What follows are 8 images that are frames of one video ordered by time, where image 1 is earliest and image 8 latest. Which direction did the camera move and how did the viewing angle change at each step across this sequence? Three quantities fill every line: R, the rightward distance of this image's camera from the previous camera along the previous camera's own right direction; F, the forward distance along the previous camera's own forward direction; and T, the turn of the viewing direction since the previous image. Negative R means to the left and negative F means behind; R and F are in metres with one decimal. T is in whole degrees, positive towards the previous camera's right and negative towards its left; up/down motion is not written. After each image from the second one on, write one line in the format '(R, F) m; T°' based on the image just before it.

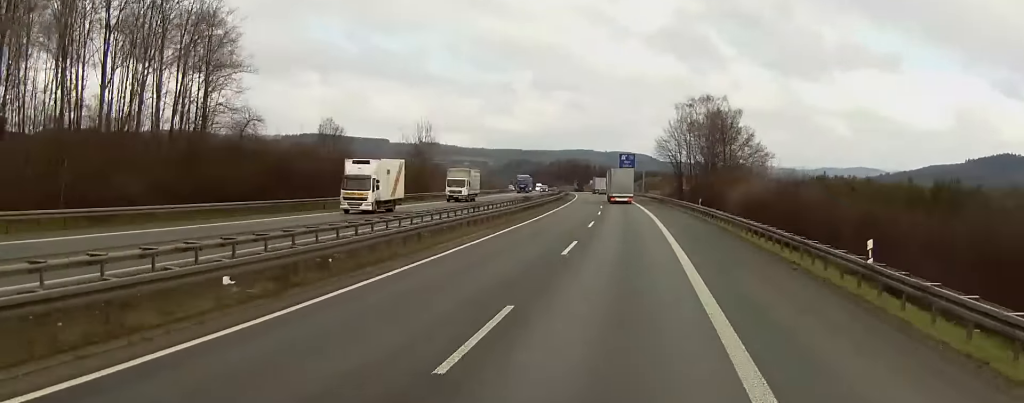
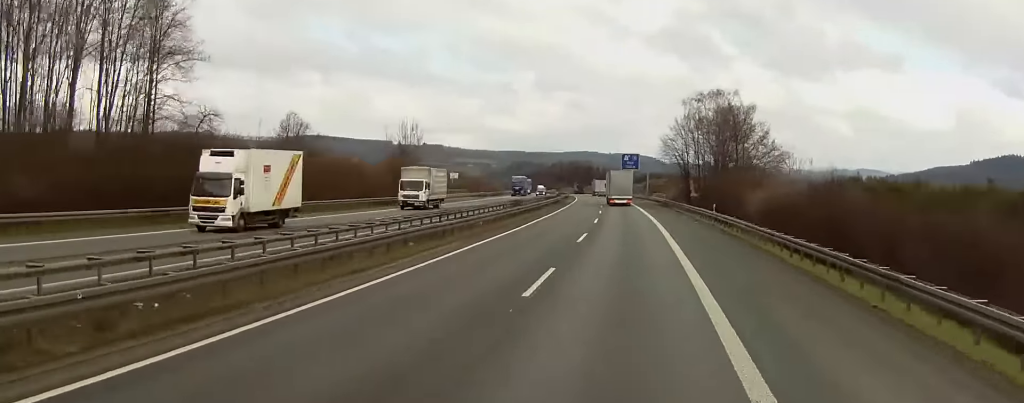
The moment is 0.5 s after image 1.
(-0.1, +10.1) m; -1°
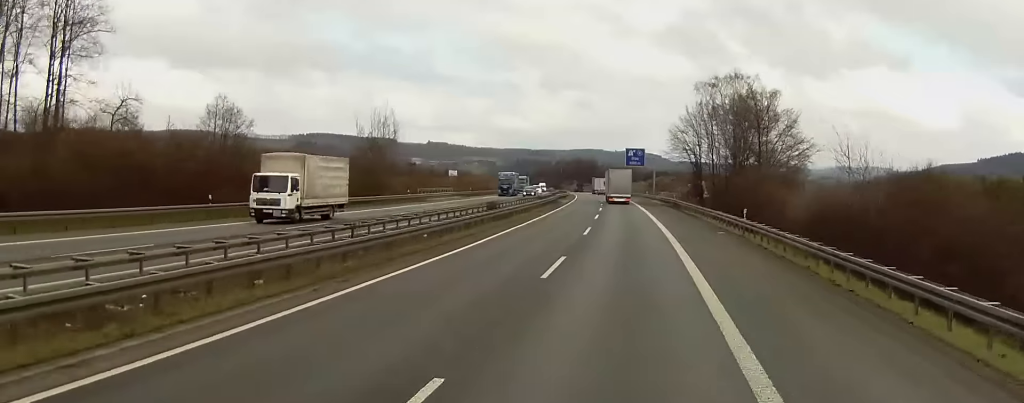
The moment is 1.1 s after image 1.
(-0.1, +14.4) m; 0°
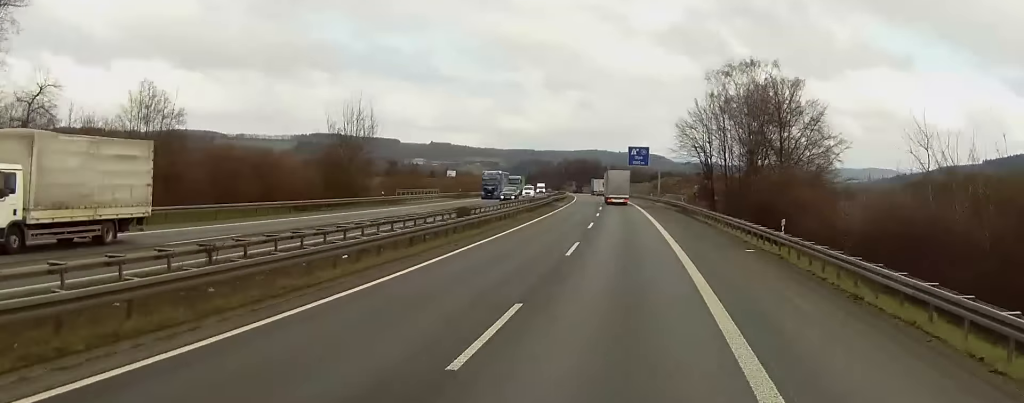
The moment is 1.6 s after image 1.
(0.0, +10.8) m; 0°
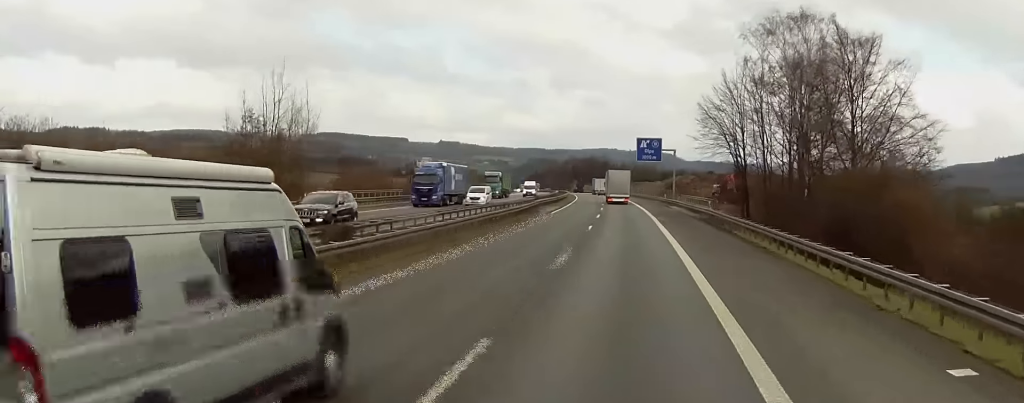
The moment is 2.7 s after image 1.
(0.0, +22.4) m; 0°
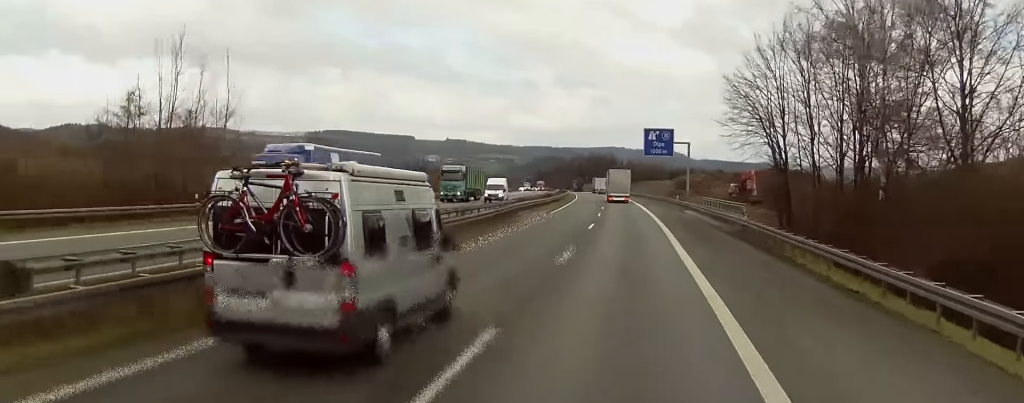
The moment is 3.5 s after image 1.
(0.0, +17.4) m; 0°
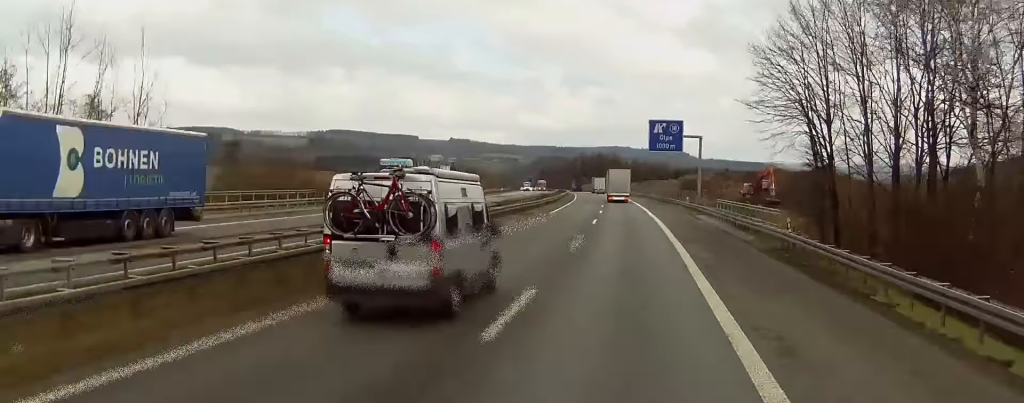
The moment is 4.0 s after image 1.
(0.0, +12.3) m; 0°
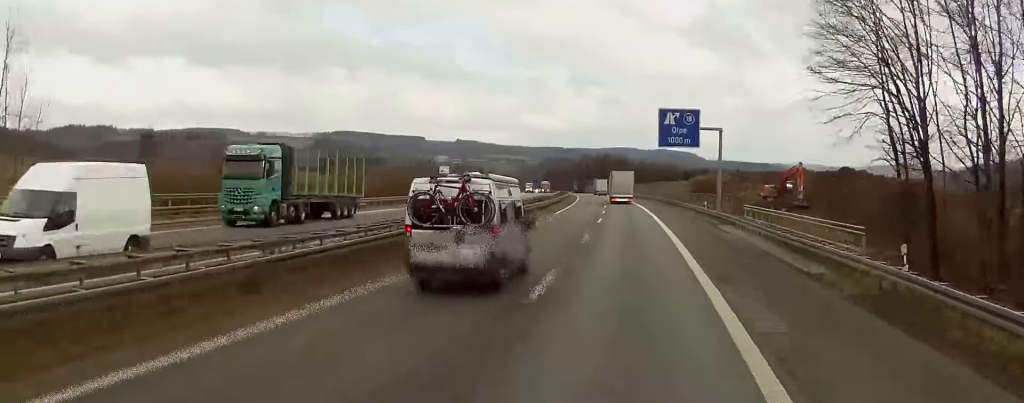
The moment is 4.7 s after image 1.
(0.0, +13.7) m; 0°
